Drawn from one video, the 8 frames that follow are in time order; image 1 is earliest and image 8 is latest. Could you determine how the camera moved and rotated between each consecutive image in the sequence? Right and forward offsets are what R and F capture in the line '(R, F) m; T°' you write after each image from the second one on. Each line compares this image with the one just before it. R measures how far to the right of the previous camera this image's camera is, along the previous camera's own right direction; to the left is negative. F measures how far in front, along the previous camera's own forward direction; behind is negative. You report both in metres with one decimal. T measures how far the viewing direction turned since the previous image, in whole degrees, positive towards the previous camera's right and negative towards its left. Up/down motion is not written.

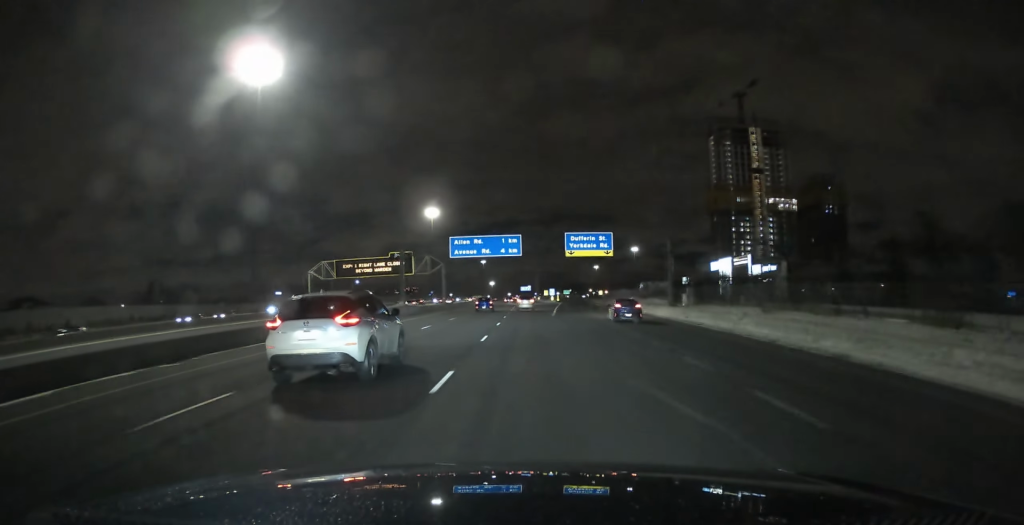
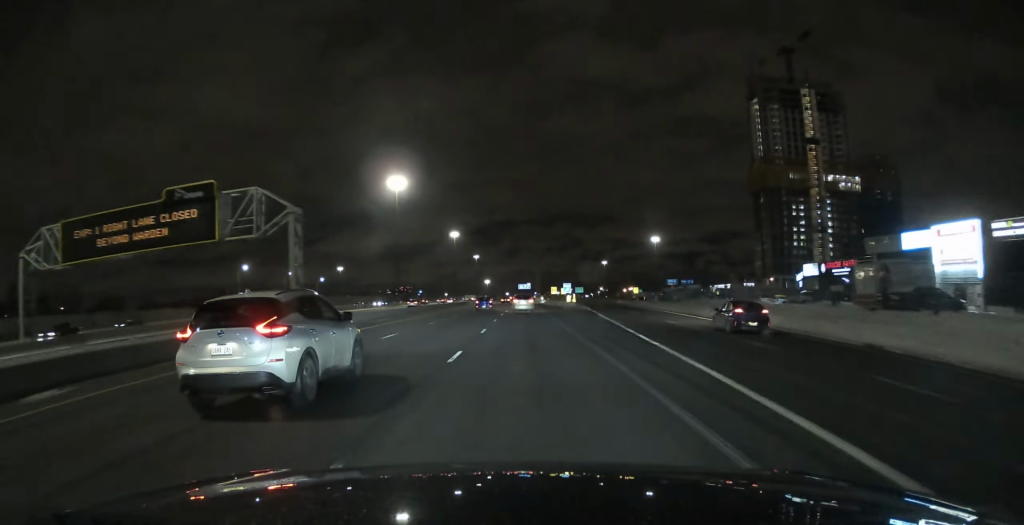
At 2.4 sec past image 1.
(0.0, +68.5) m; 0°
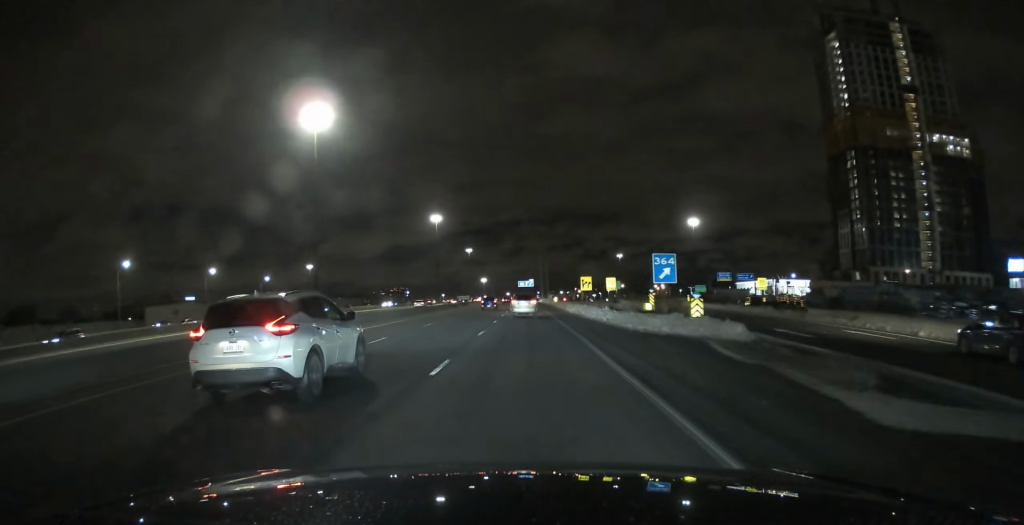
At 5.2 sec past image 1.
(-0.1, +76.1) m; 0°
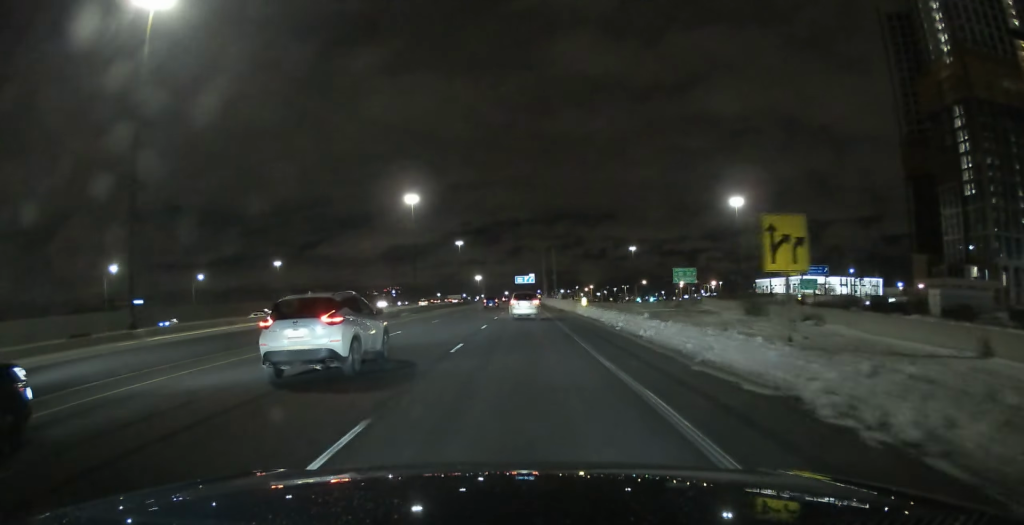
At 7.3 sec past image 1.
(-0.1, +57.3) m; 0°
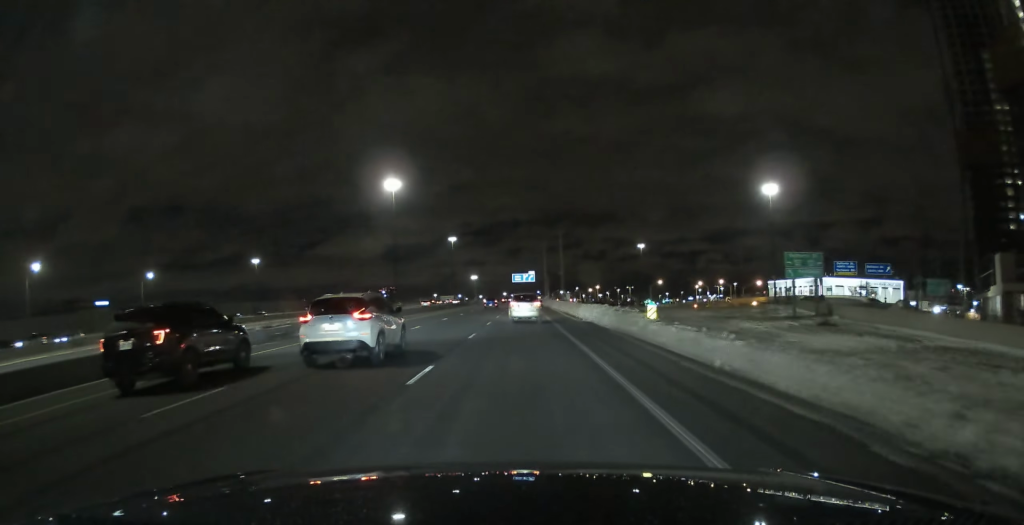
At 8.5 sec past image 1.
(-0.1, +31.5) m; 0°
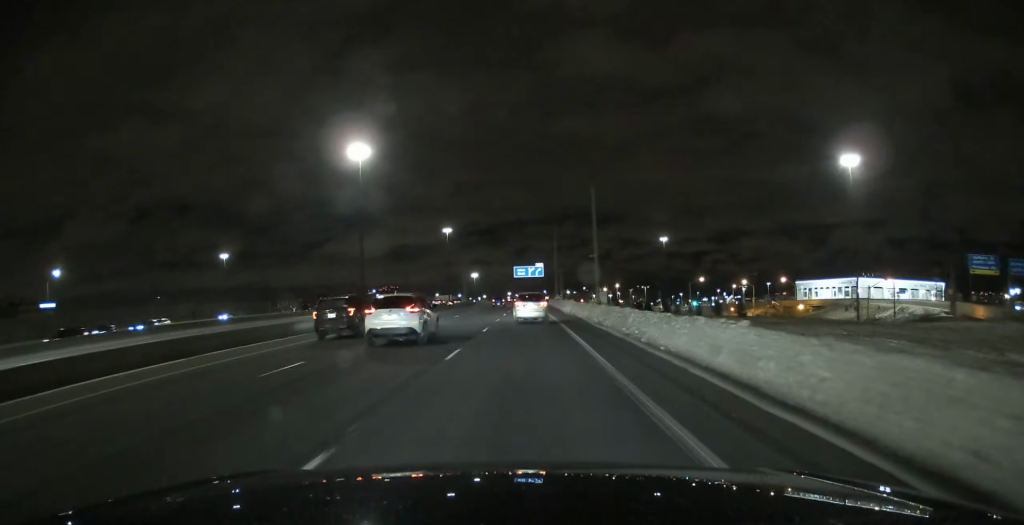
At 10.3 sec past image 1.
(+0.1, +45.7) m; 0°
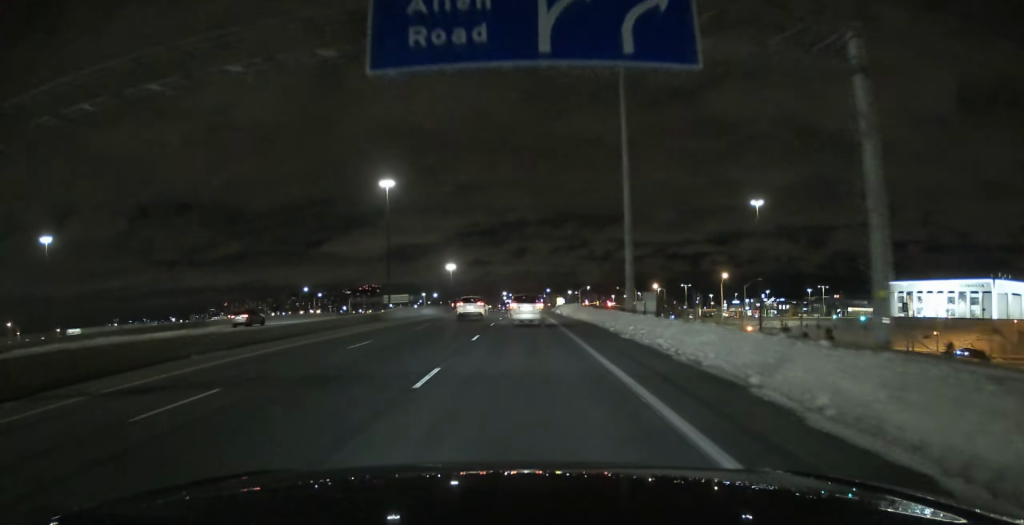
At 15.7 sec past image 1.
(0.0, +131.2) m; 0°
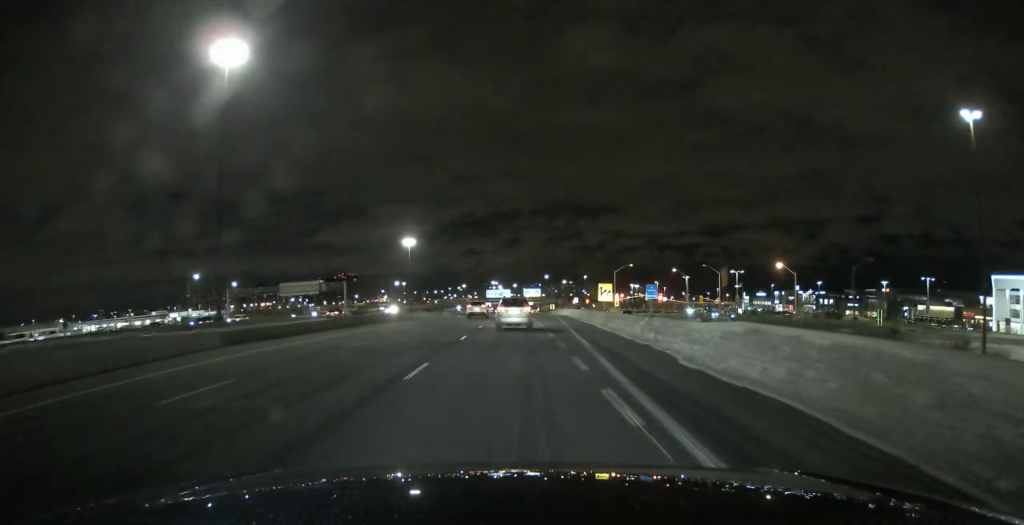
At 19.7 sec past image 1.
(+0.4, +98.5) m; +1°
